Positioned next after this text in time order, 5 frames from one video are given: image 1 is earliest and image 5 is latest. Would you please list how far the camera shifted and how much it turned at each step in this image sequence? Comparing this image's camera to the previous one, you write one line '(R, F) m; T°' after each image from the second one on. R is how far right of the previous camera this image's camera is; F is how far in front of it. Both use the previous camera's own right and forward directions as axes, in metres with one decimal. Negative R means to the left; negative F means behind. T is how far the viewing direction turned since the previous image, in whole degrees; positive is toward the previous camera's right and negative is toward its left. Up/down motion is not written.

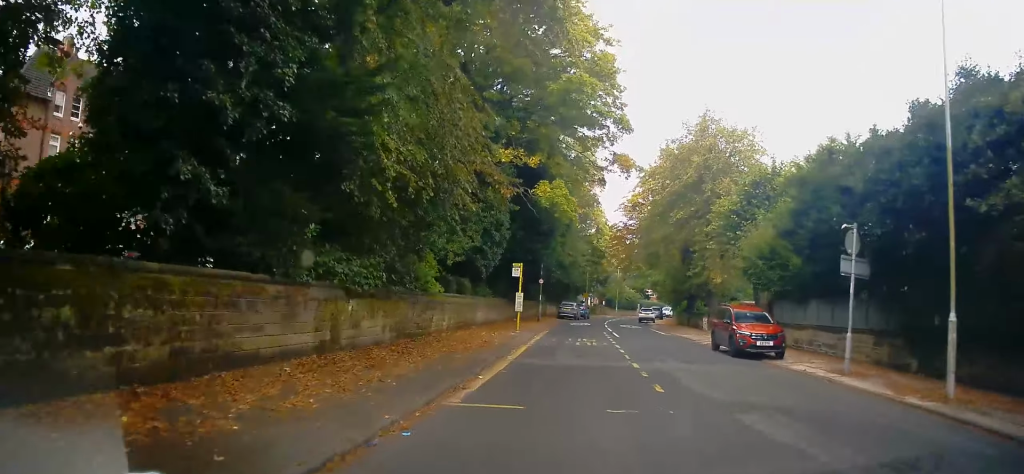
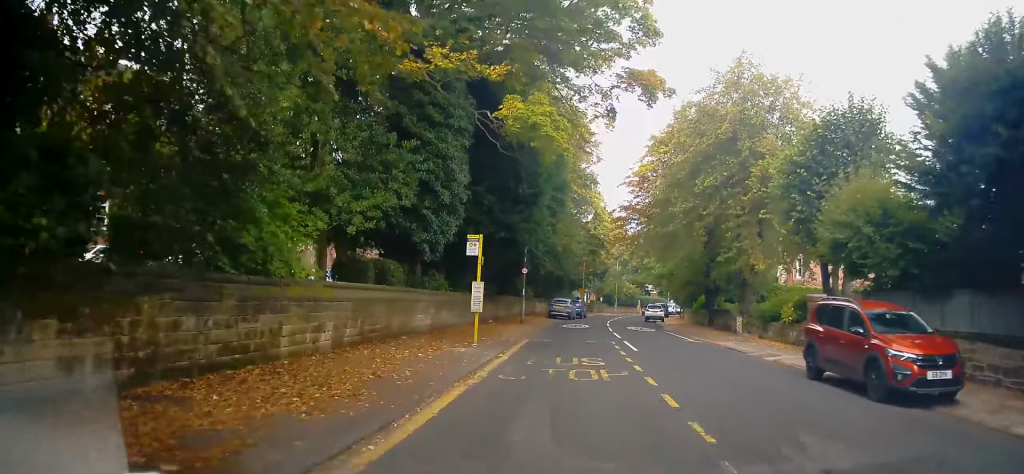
(-0.2, +9.4) m; -1°
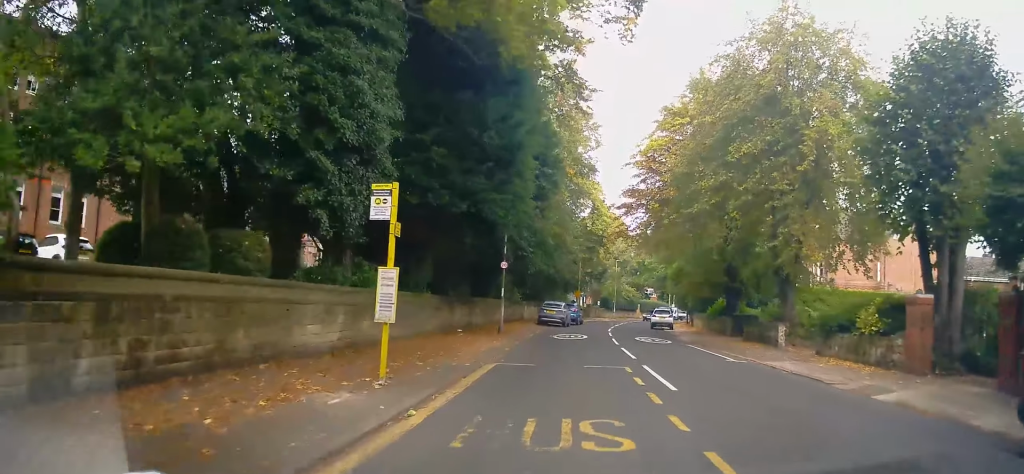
(0.0, +7.1) m; +2°
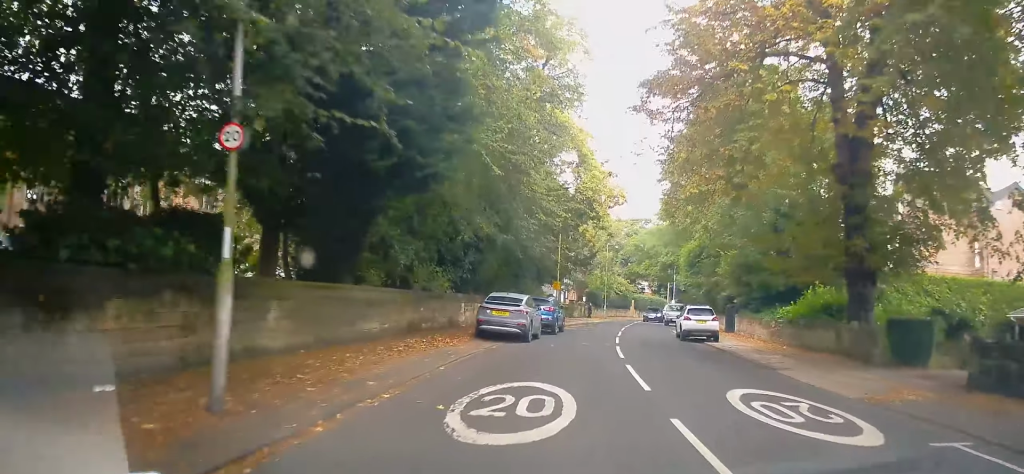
(+0.4, +18.5) m; 0°
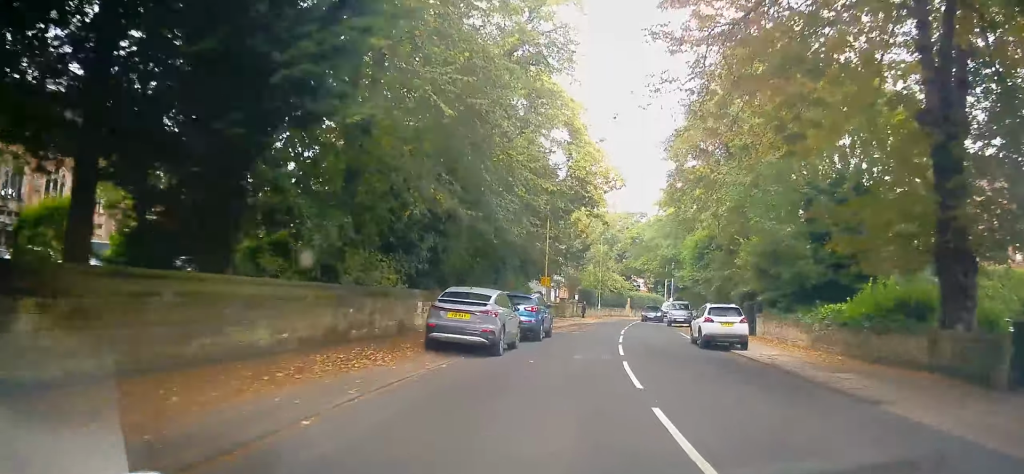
(-0.1, +5.7) m; 0°
